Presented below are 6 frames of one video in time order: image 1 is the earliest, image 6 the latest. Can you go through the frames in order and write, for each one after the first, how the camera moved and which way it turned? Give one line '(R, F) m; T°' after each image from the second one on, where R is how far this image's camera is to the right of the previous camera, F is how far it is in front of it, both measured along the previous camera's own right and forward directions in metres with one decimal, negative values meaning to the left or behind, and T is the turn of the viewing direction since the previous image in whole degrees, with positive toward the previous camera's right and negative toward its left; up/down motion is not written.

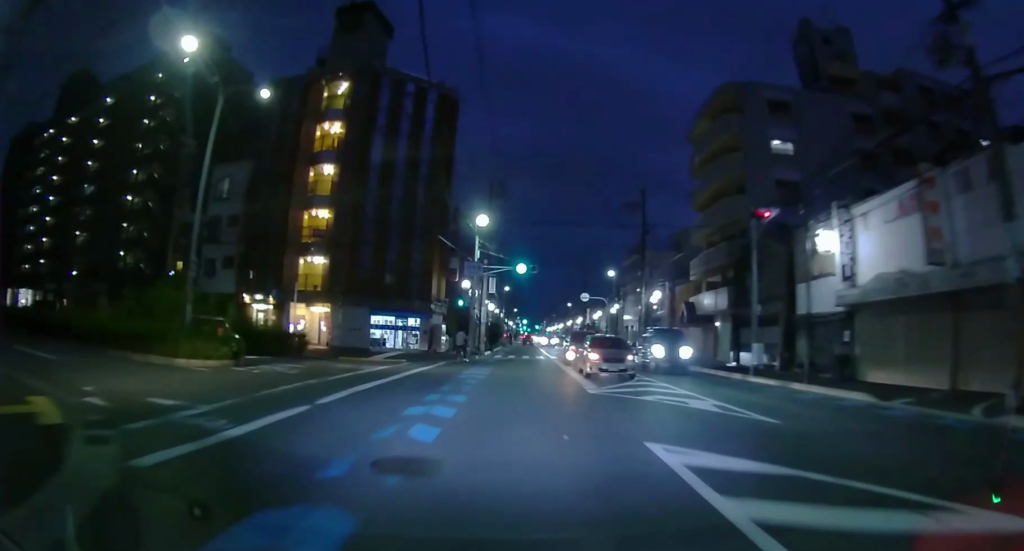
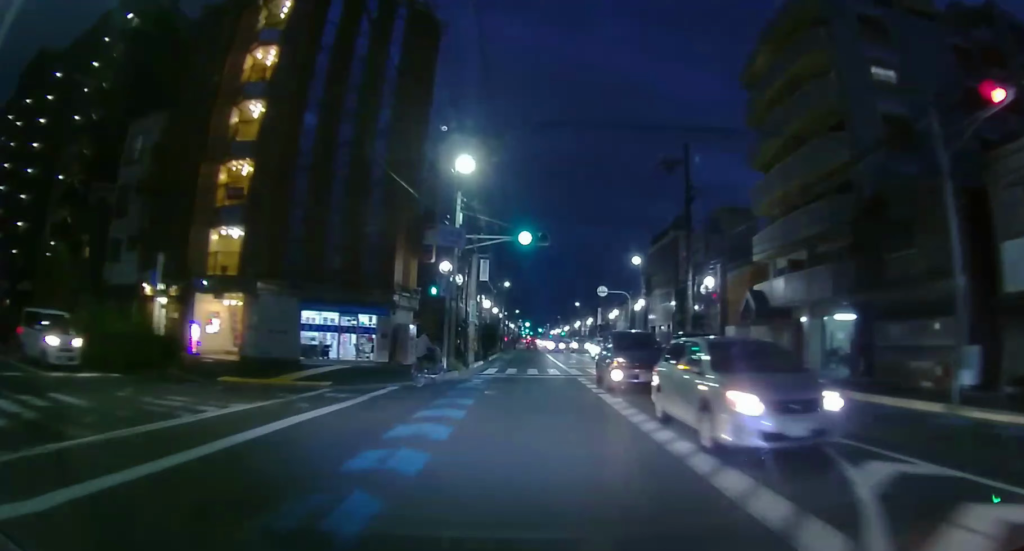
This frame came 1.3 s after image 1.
(-0.1, +11.7) m; -1°
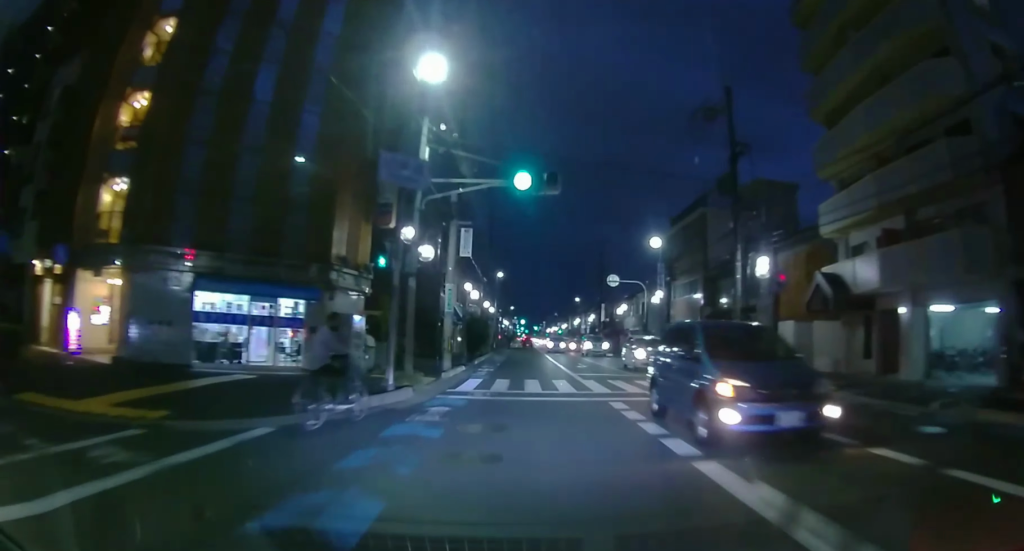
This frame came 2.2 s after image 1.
(0.0, +7.9) m; 0°
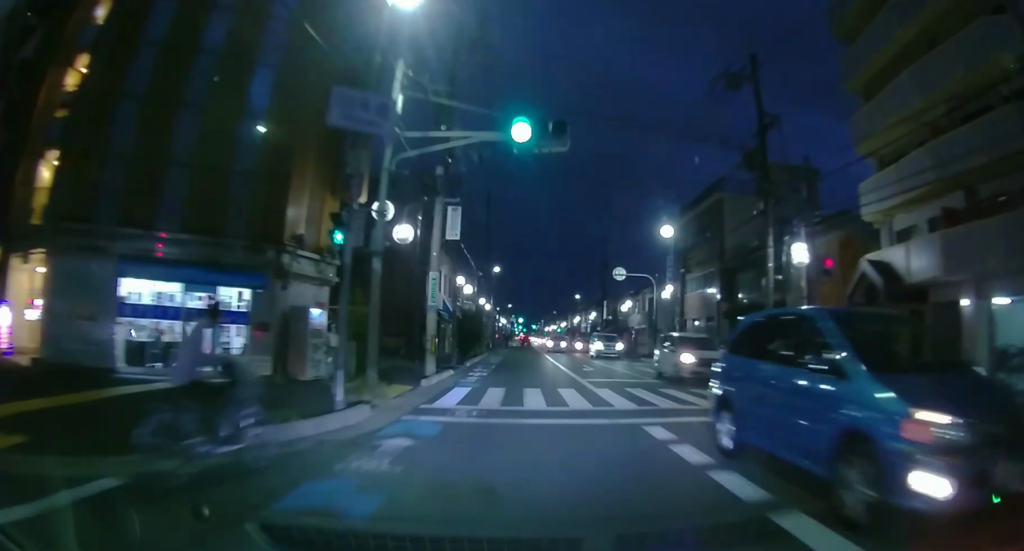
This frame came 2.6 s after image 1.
(0.0, +3.5) m; 0°
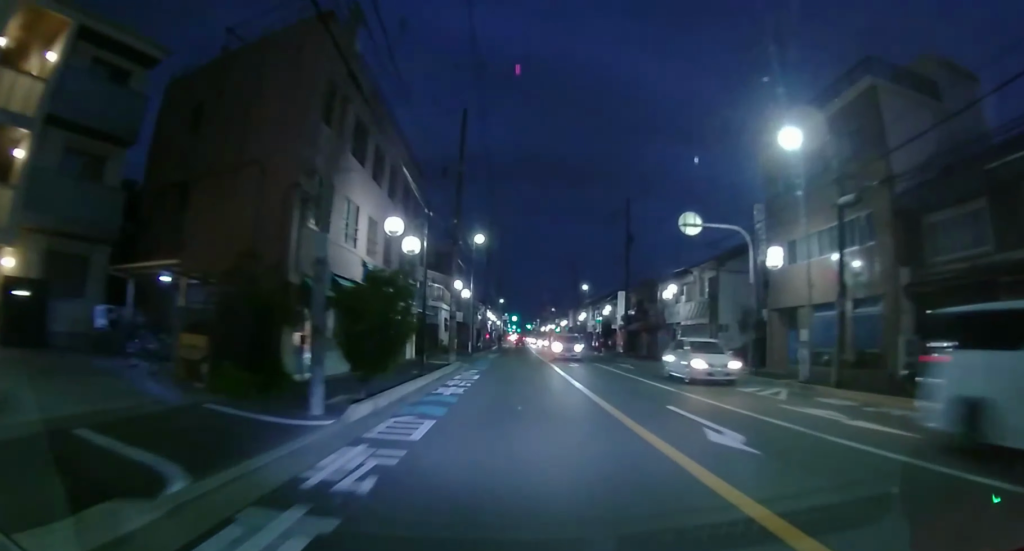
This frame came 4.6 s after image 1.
(0.0, +17.3) m; 0°
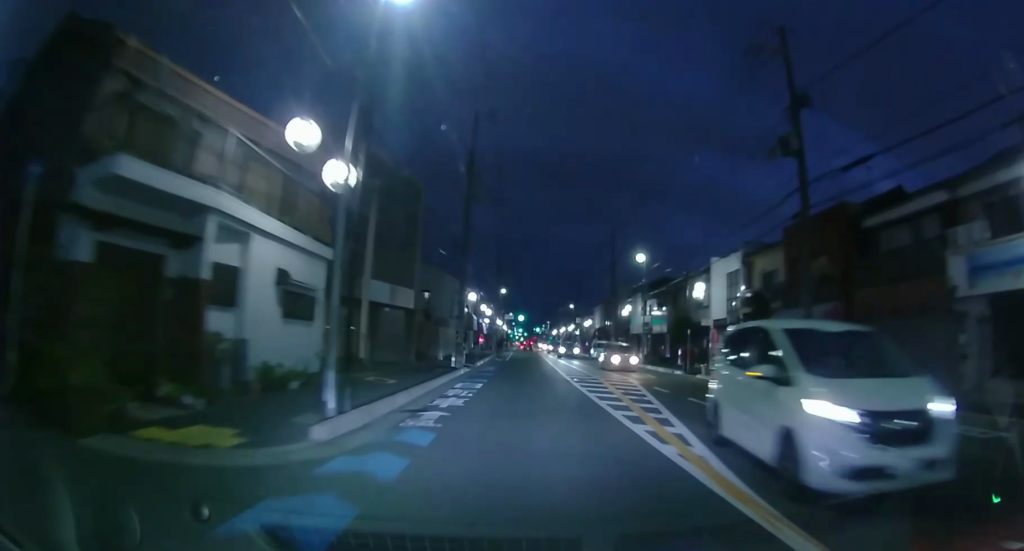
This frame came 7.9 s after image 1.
(-0.3, +28.7) m; -1°
